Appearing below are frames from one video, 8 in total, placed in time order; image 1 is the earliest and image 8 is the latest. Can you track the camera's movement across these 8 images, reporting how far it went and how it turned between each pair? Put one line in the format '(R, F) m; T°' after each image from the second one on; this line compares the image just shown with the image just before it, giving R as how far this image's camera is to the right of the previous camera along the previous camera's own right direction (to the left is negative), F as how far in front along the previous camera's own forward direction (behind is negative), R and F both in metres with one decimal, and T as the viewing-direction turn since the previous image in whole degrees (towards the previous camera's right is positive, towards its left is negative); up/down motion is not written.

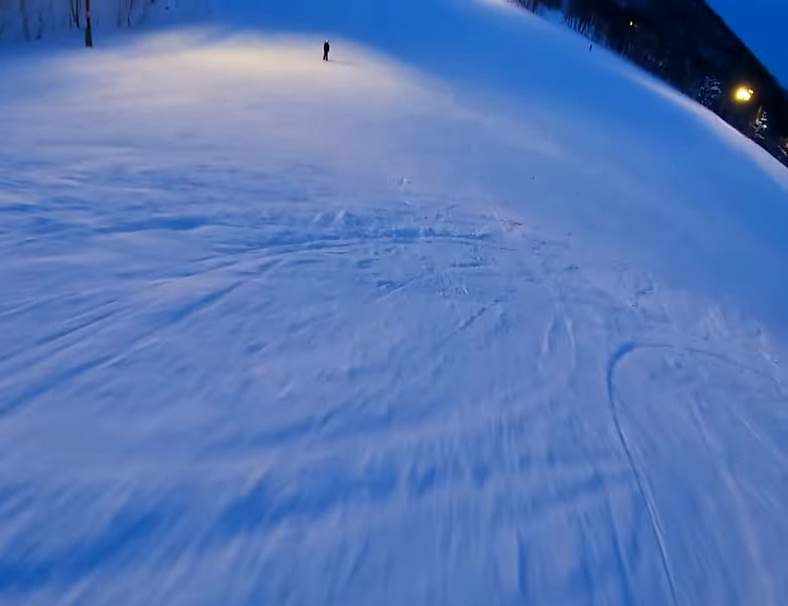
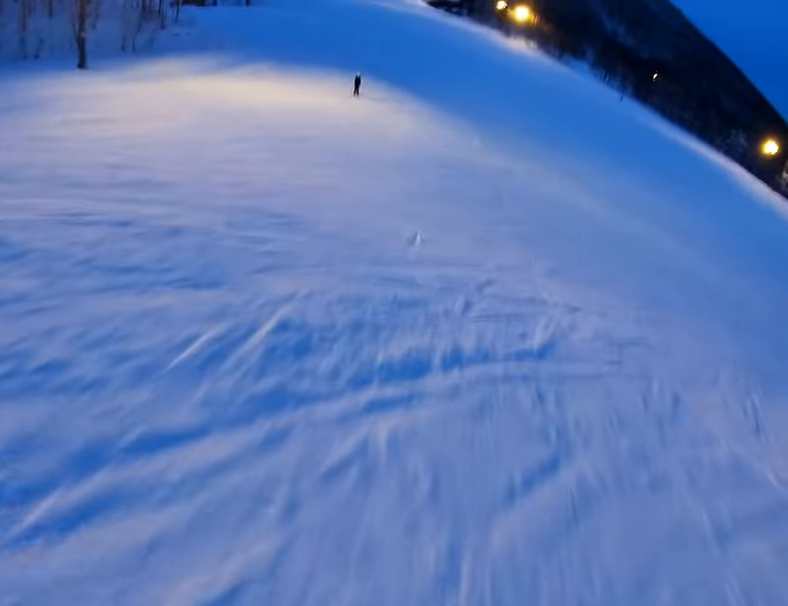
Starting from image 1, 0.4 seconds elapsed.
(+0.1, +4.8) m; 0°
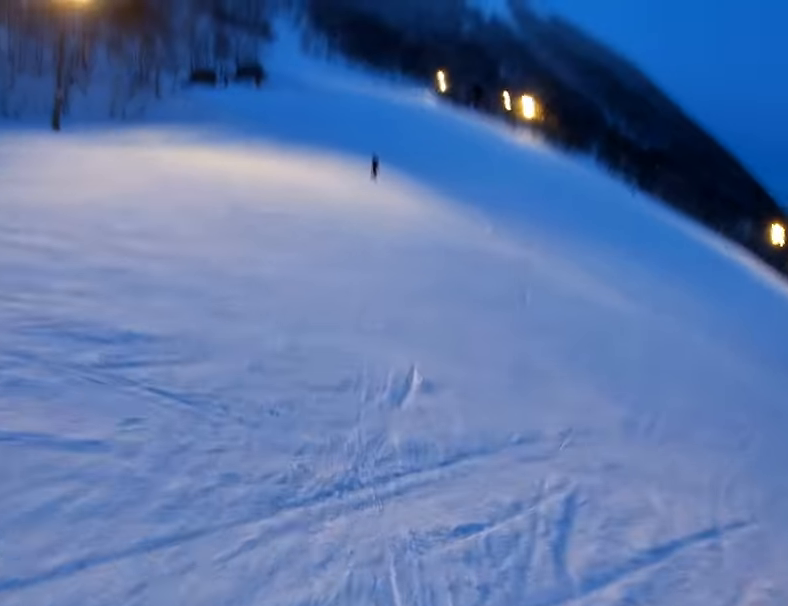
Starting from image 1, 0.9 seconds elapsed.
(+0.1, +5.2) m; 0°
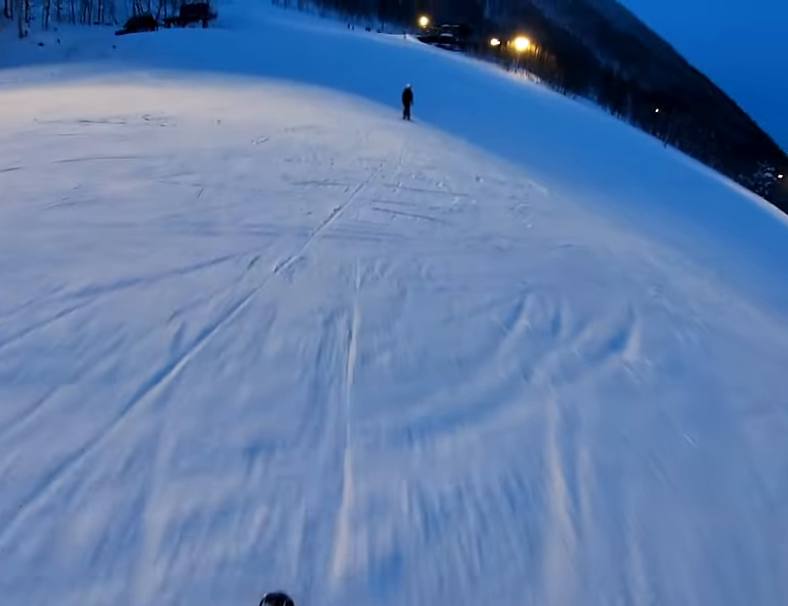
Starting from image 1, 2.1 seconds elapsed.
(-0.7, +13.7) m; -9°
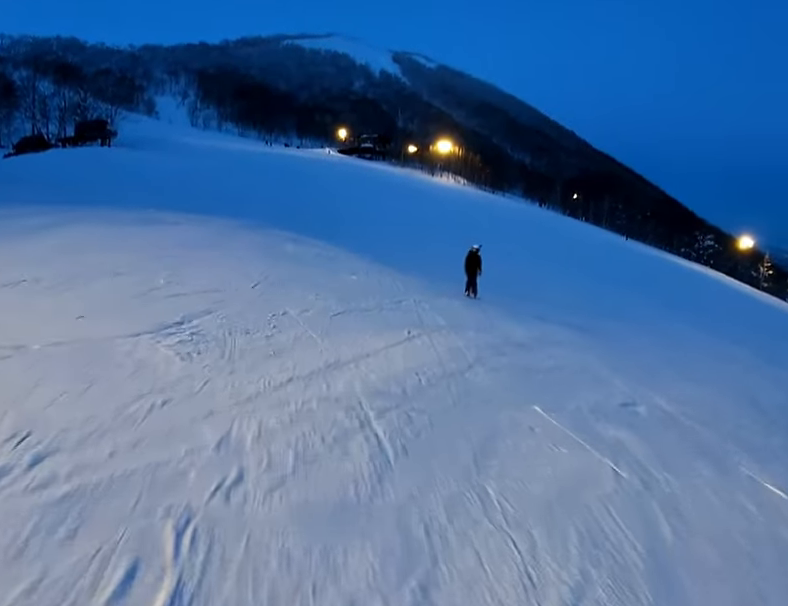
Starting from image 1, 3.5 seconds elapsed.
(-0.6, +14.6) m; +2°
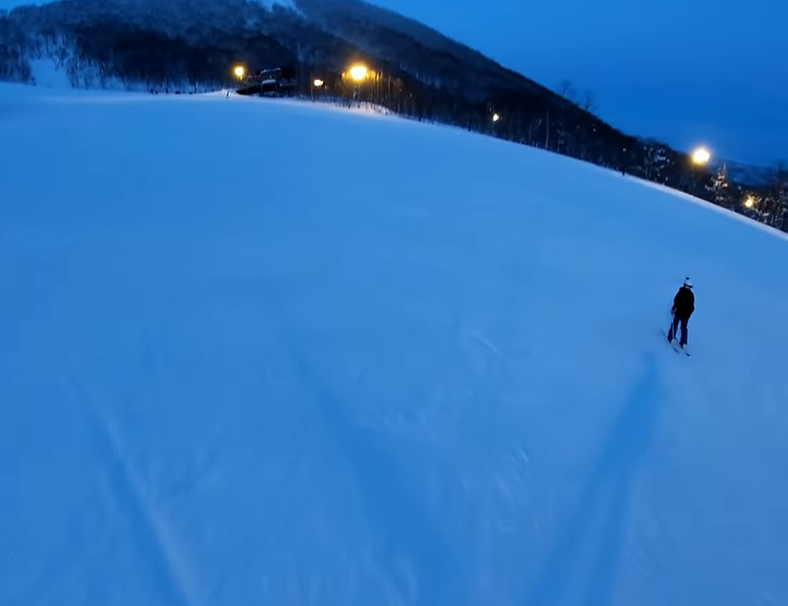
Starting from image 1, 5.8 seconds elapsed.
(+2.2, +18.7) m; +15°
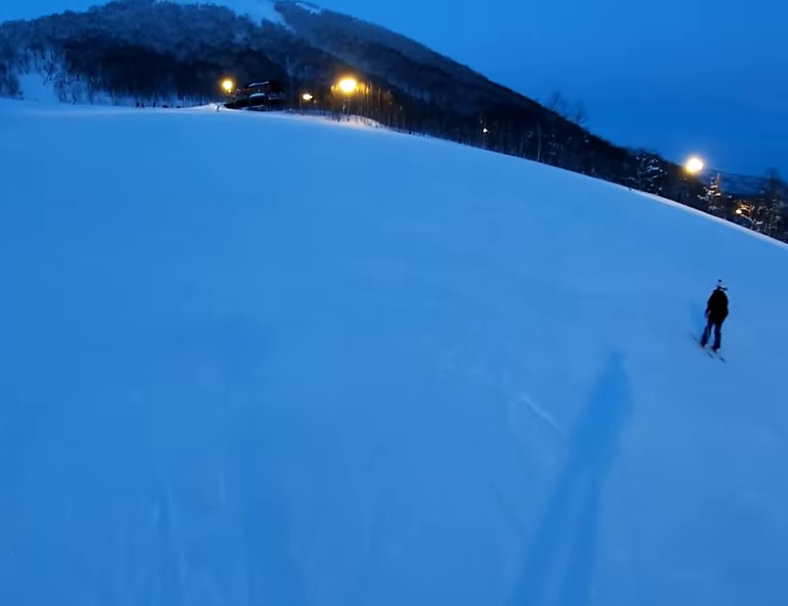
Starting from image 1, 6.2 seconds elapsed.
(+0.1, +3.1) m; +3°
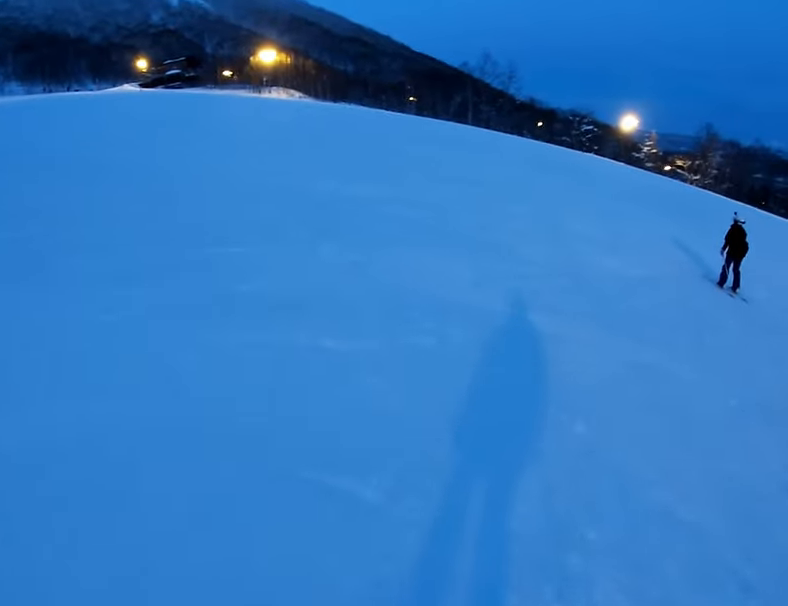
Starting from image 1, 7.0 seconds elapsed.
(-0.1, +5.3) m; +6°
